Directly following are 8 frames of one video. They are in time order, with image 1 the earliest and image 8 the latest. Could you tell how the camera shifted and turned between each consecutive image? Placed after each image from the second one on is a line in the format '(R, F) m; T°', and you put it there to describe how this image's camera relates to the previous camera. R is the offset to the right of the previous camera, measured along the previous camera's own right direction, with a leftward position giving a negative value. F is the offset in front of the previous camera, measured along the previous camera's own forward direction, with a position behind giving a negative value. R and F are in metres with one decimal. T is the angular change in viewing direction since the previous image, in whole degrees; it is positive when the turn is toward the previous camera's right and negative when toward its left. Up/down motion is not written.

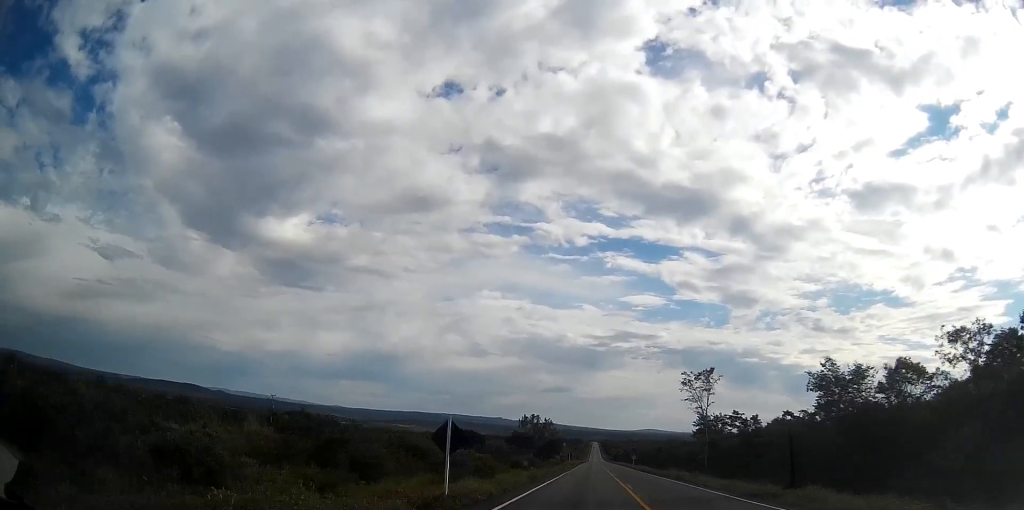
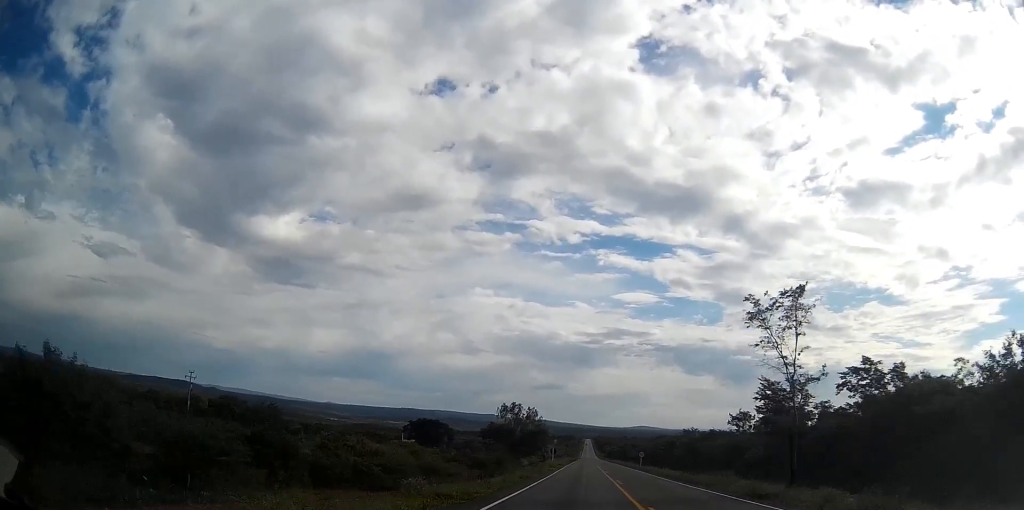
(+0.2, +30.0) m; 0°
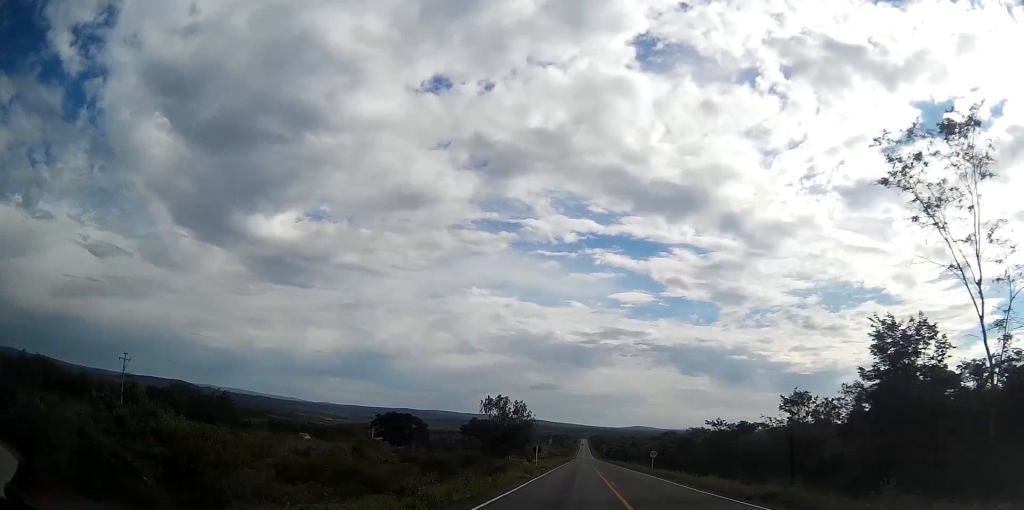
(+0.1, +17.4) m; 0°
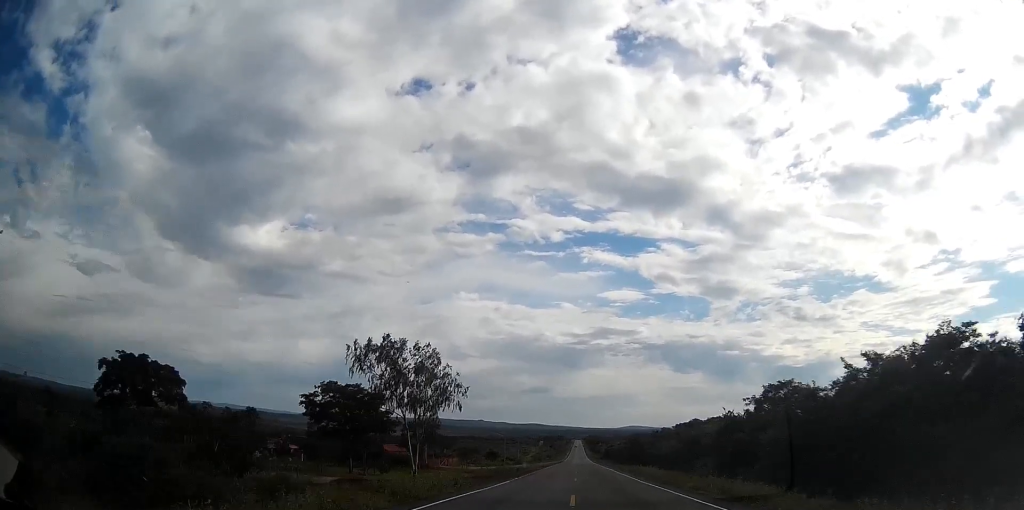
(+0.8, +71.4) m; +1°
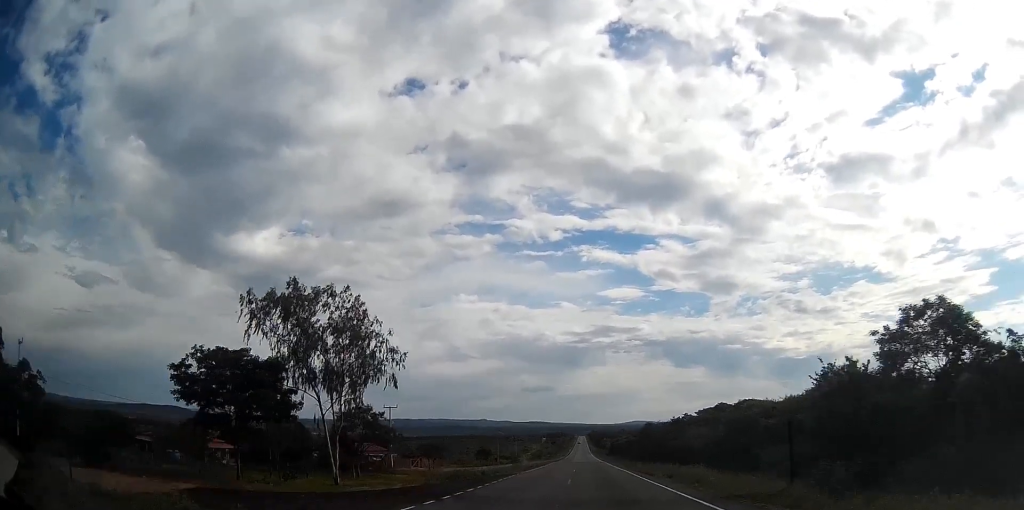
(+0.1, +19.8) m; 0°
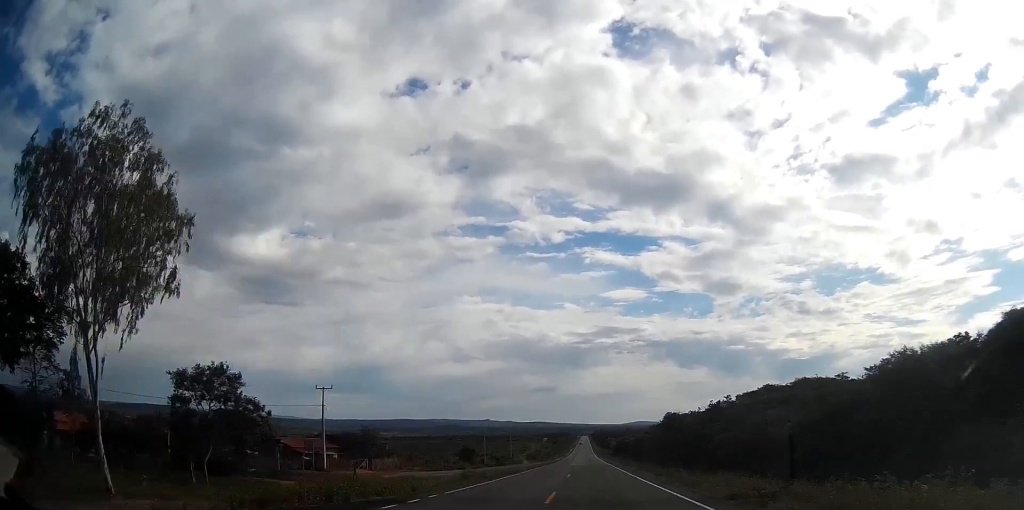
(-0.2, +26.2) m; 0°
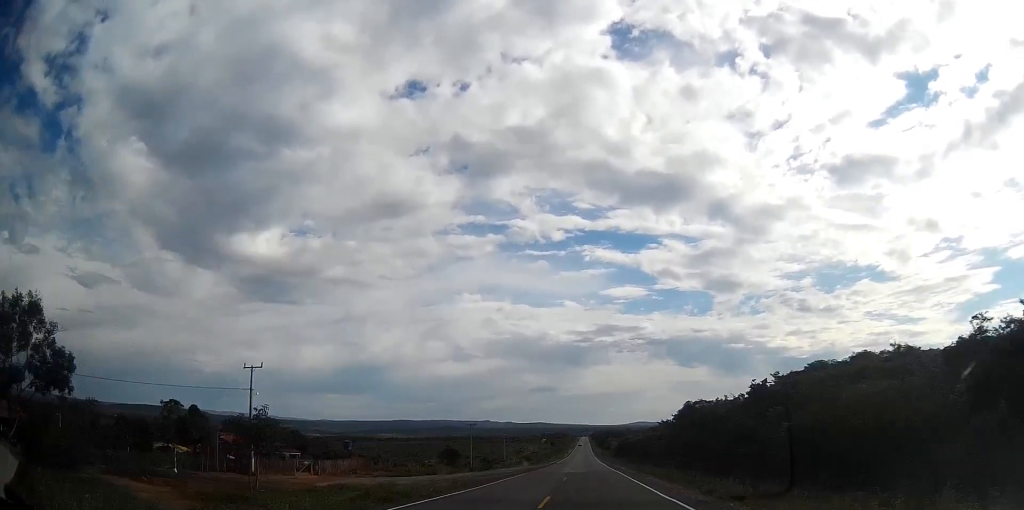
(0.0, +15.7) m; 0°
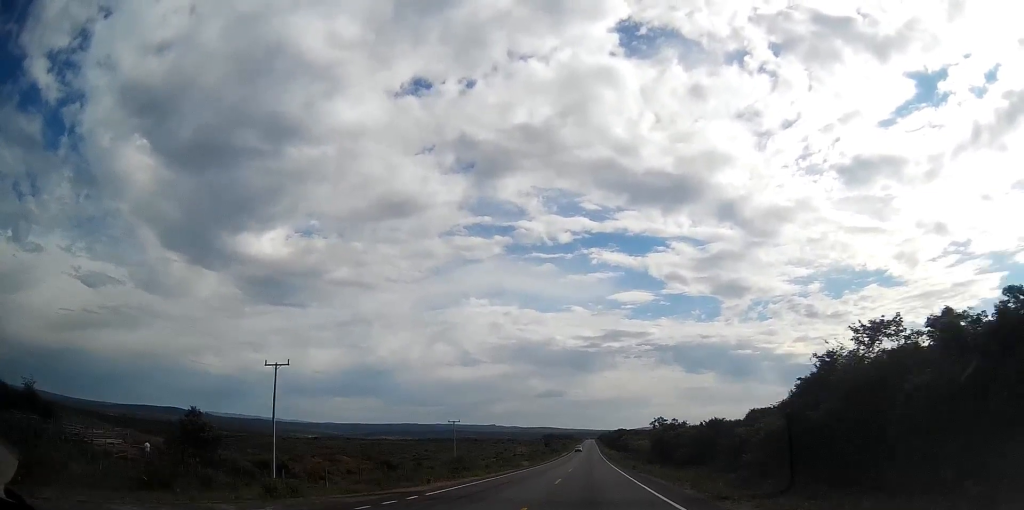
(-0.4, +81.2) m; -1°
